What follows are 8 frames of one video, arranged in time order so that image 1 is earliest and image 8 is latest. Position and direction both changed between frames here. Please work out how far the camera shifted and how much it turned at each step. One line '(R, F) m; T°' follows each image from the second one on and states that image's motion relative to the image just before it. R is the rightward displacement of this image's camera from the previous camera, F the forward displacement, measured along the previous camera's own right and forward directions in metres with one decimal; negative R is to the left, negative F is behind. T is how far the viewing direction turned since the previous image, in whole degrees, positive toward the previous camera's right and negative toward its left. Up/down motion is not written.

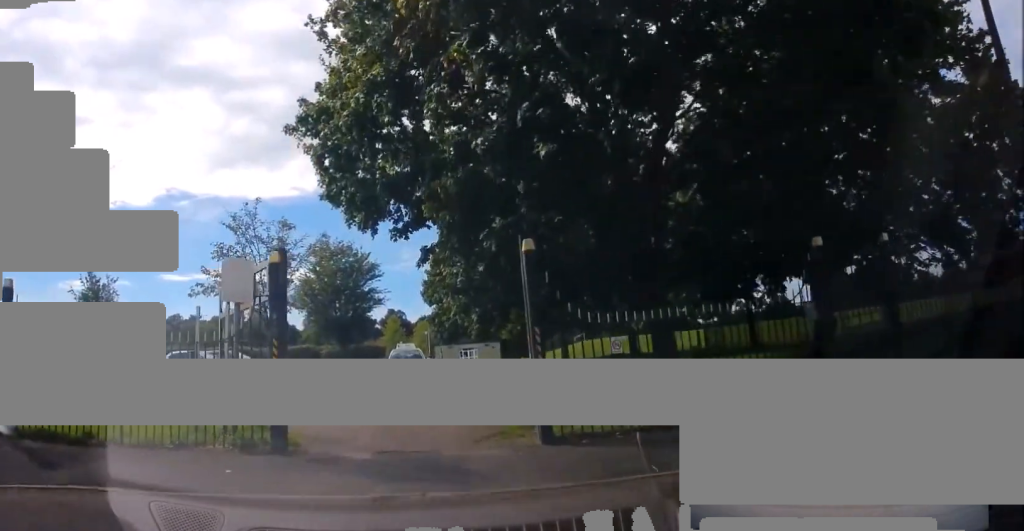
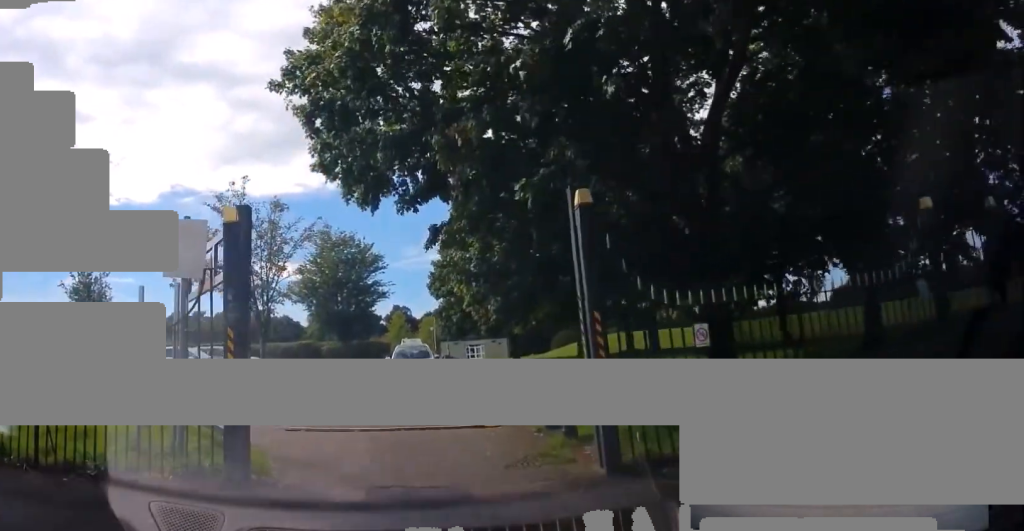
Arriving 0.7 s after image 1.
(-0.1, +2.8) m; -1°
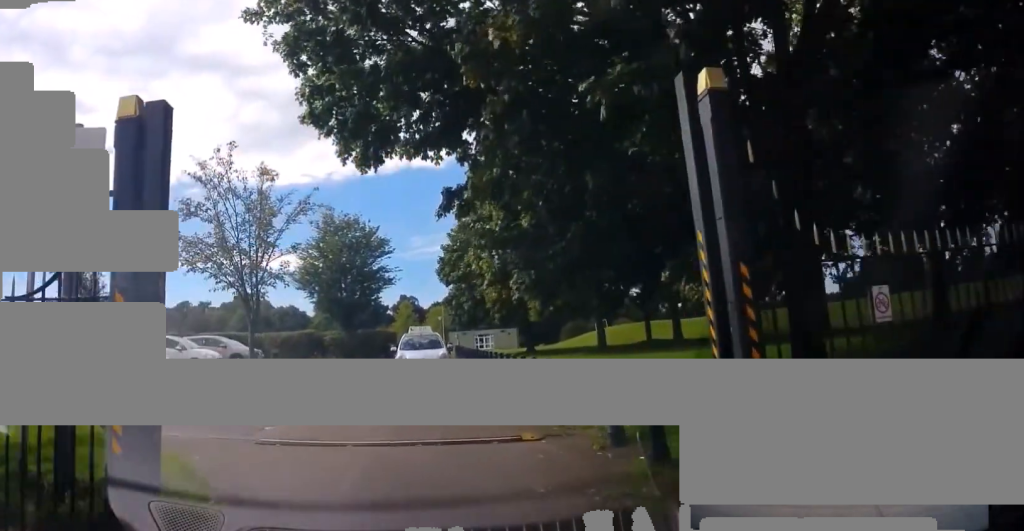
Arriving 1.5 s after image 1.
(+0.1, +3.1) m; -1°
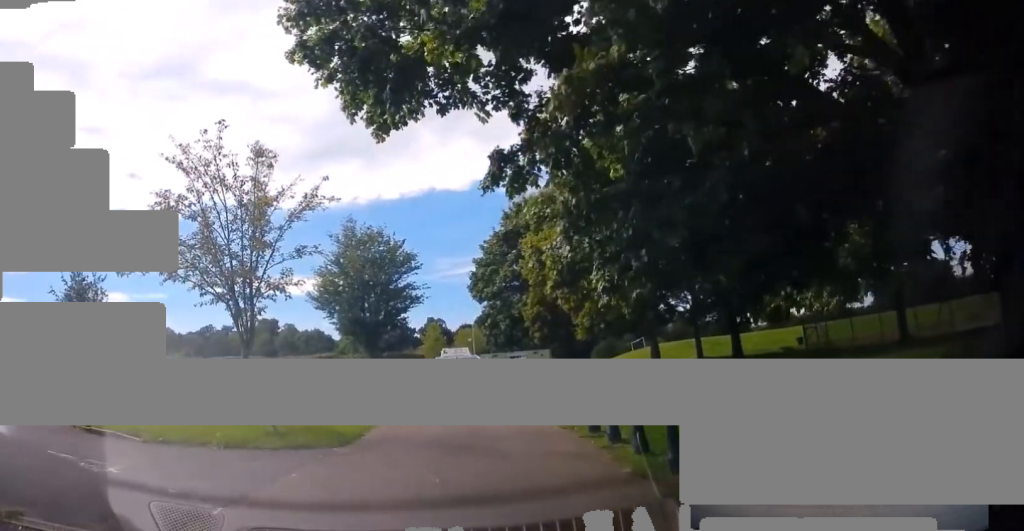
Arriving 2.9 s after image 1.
(-0.3, +4.4) m; -7°
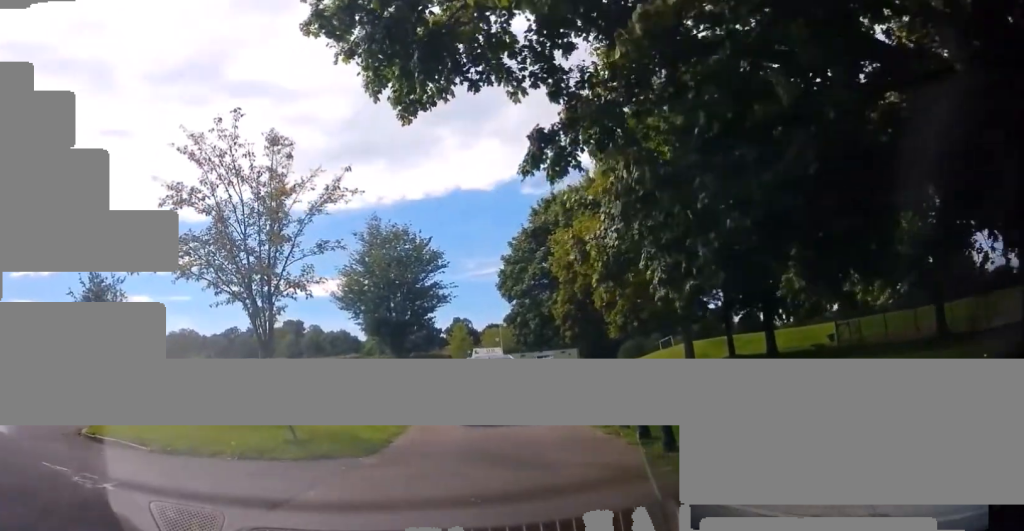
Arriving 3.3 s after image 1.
(+0.1, +1.1) m; -3°
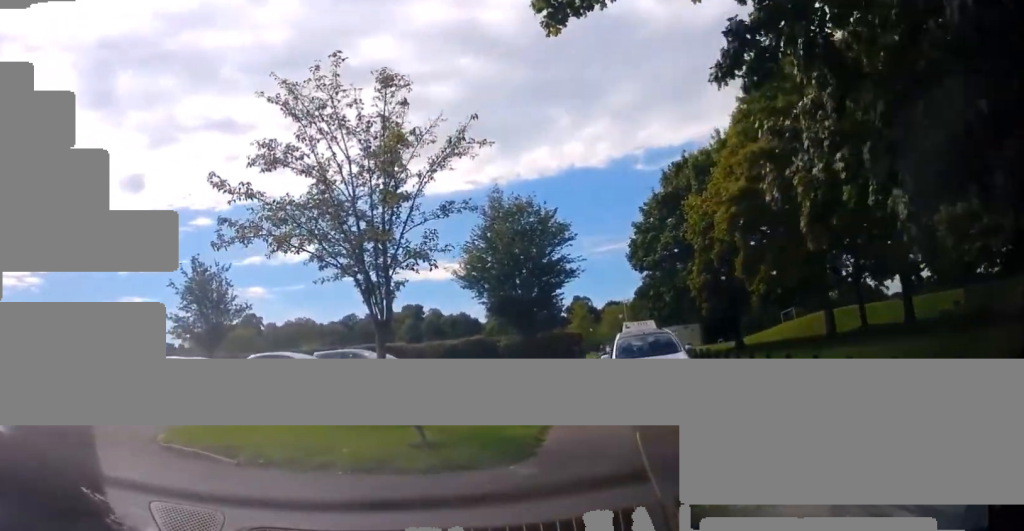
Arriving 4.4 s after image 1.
(-0.3, +2.2) m; -14°
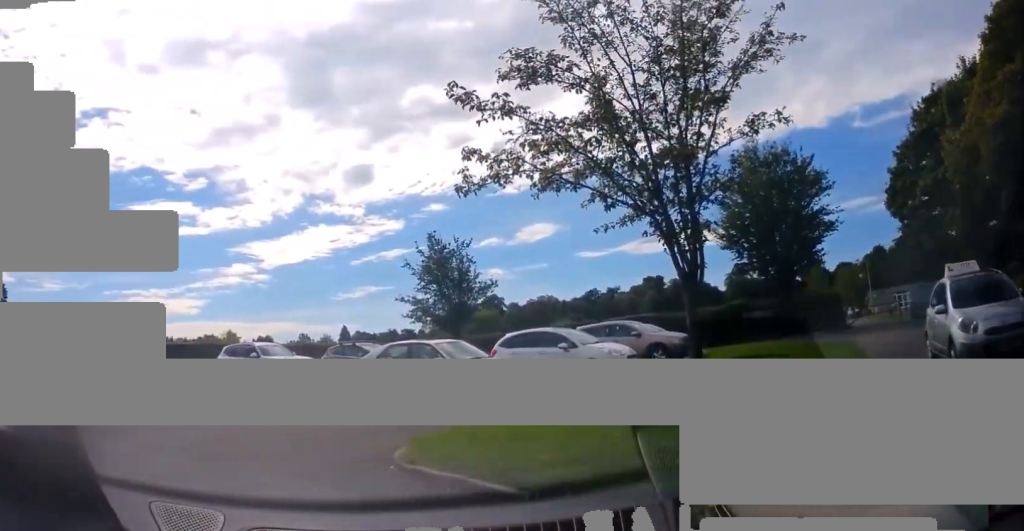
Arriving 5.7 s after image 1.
(-0.3, +2.7) m; -13°
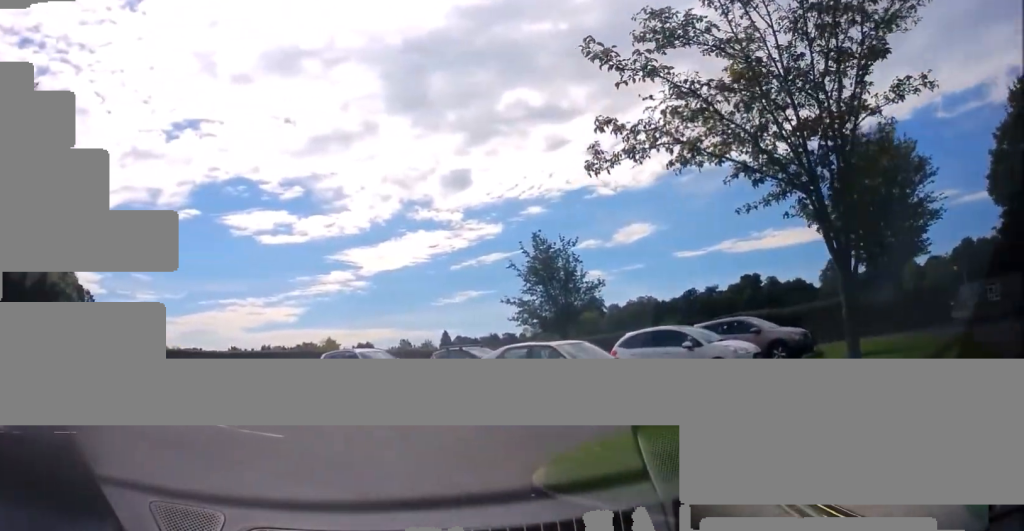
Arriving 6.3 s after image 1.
(+0.1, +1.2) m; -11°
